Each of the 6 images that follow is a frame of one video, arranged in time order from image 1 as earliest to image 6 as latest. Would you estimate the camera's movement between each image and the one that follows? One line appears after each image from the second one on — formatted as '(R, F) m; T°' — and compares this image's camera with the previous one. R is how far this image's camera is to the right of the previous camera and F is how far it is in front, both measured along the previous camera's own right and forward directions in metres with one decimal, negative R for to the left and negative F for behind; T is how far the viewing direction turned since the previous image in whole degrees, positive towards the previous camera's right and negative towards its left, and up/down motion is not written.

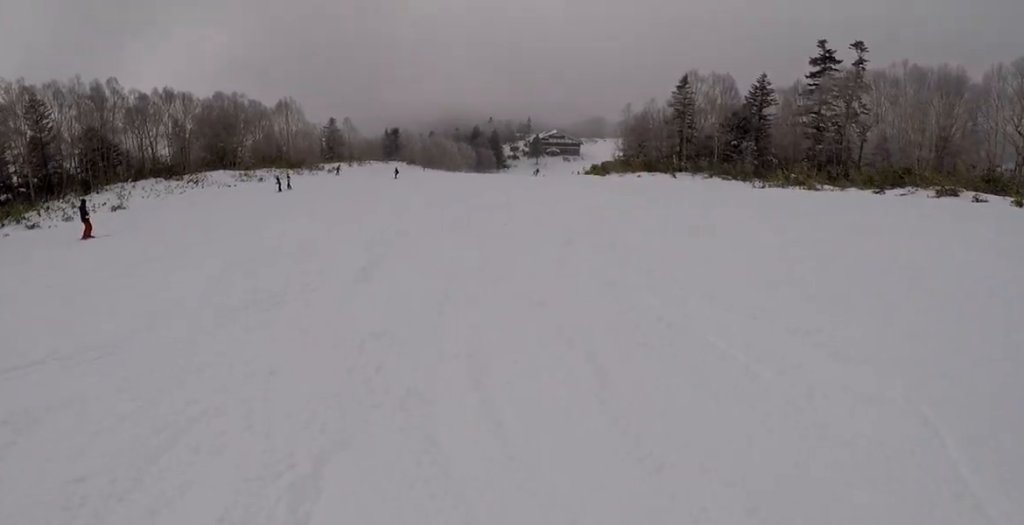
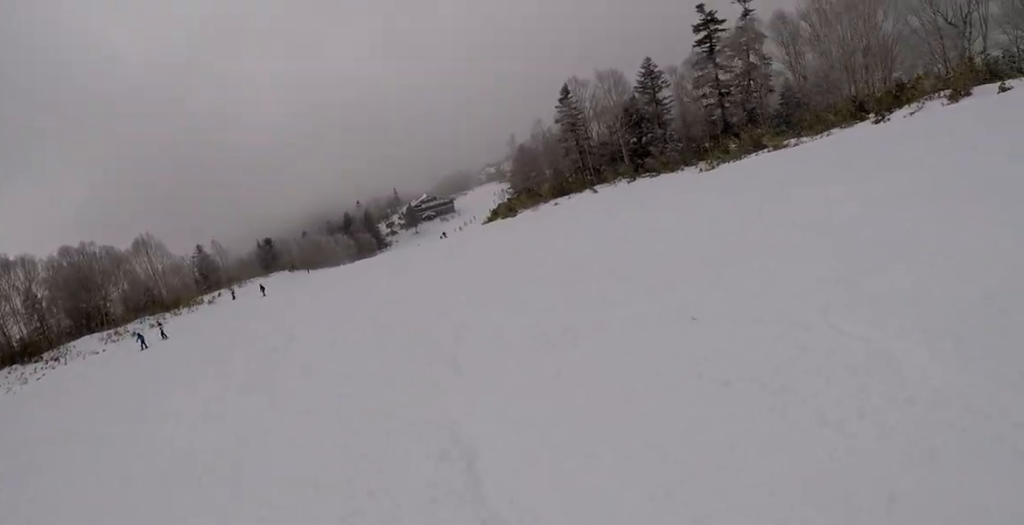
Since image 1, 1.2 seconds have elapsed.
(-0.5, +10.0) m; +5°
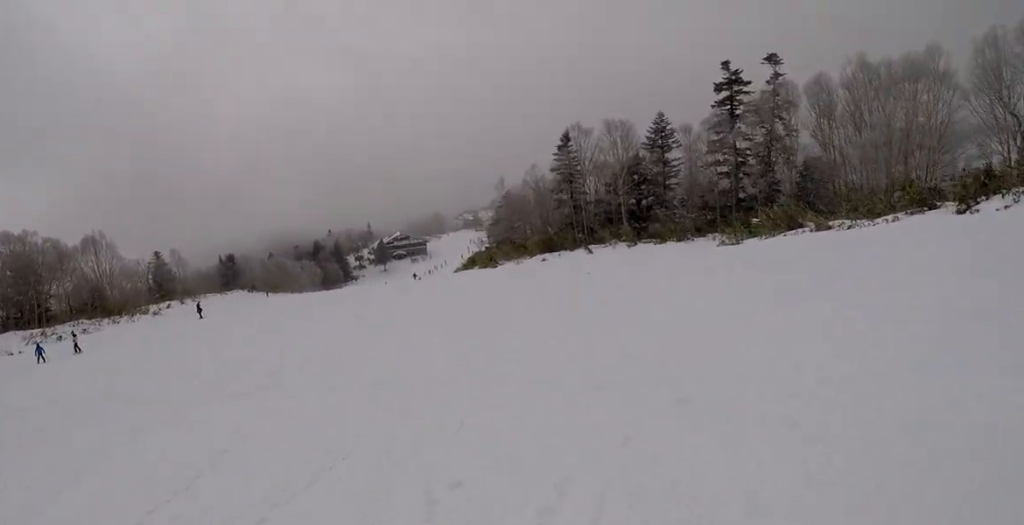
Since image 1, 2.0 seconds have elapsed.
(+0.9, +6.4) m; 0°
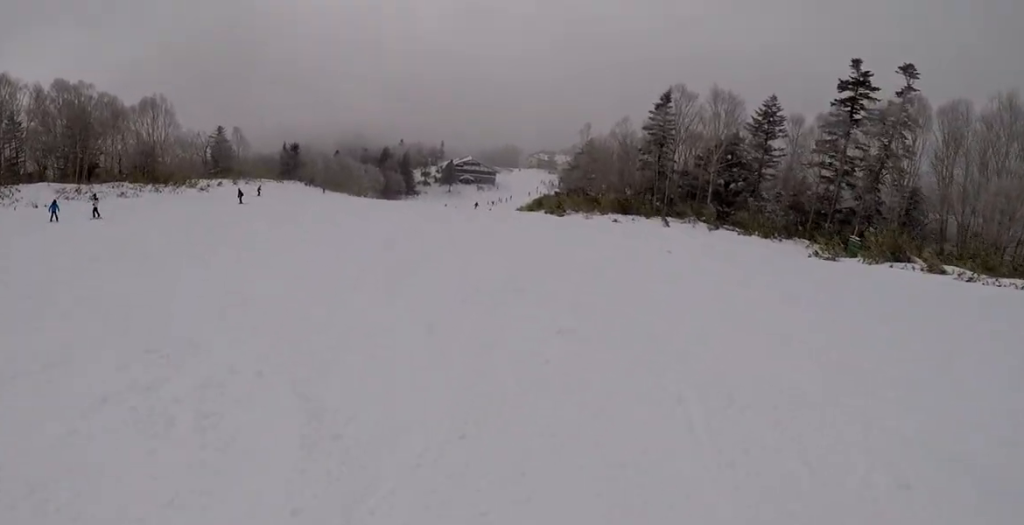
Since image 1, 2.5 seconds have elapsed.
(+0.1, +3.6) m; -2°
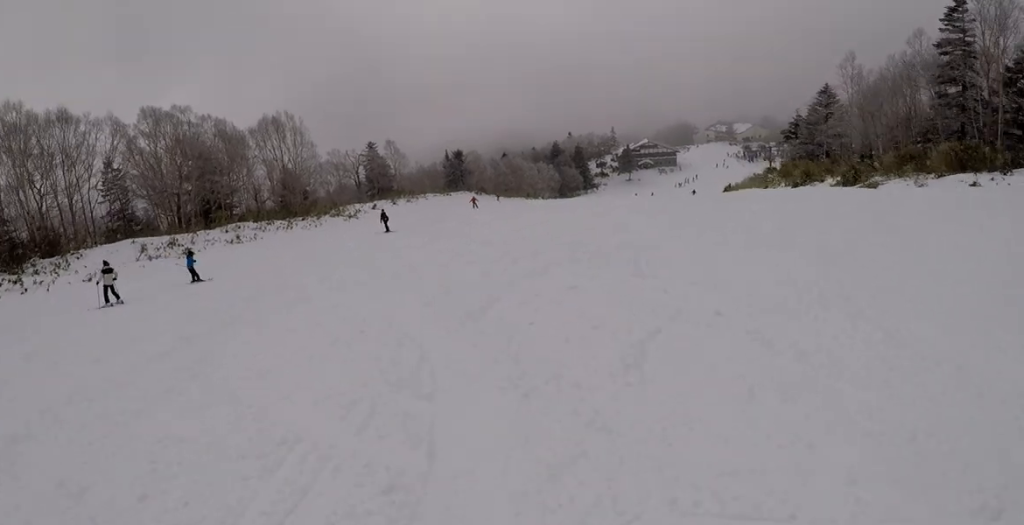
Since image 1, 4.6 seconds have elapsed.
(-2.9, +18.3) m; -13°
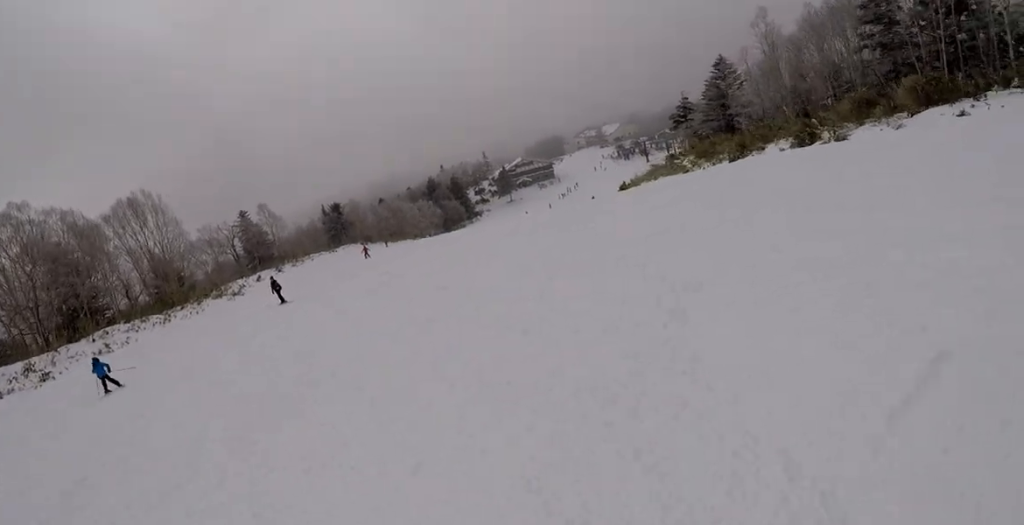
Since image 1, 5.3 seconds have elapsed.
(-1.0, +6.7) m; +6°
